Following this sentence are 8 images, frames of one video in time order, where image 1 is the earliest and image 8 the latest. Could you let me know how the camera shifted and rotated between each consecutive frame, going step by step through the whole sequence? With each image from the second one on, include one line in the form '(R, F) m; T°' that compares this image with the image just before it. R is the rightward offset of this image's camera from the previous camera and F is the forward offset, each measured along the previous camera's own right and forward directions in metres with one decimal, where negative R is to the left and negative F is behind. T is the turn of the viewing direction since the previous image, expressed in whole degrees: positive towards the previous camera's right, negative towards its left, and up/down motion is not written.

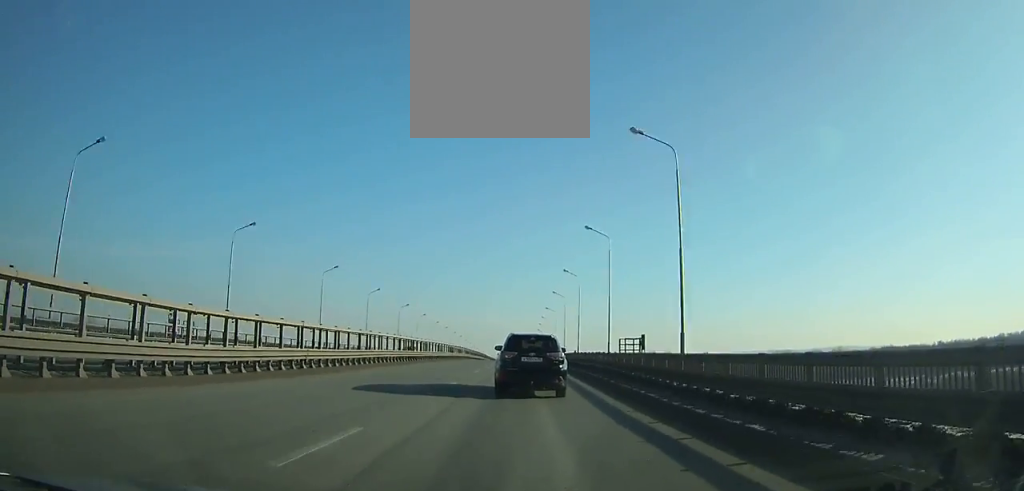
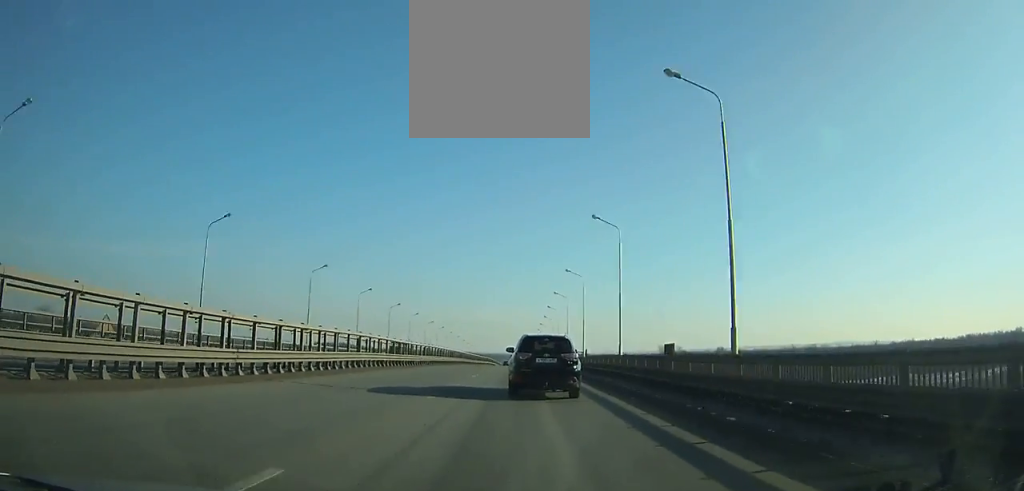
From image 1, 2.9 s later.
(0.0, +52.0) m; 0°
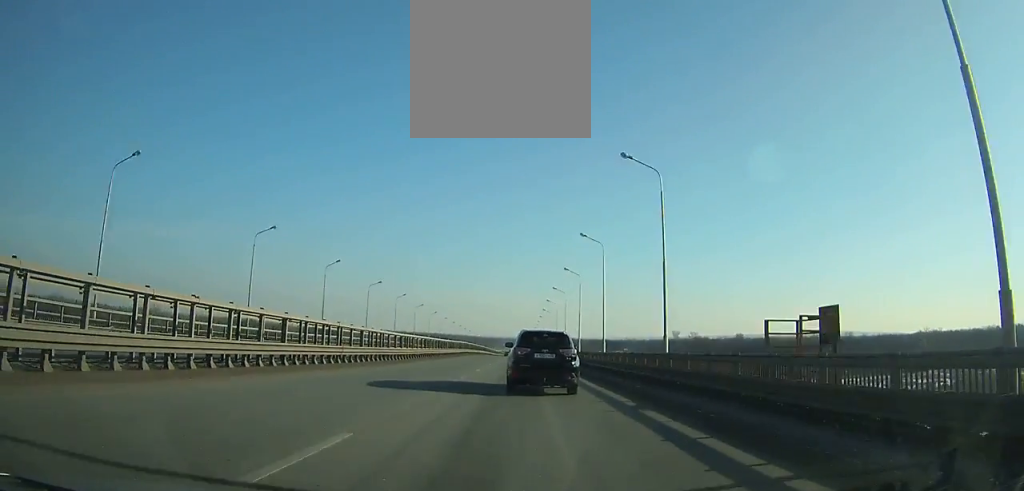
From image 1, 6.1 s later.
(0.0, +58.7) m; 0°
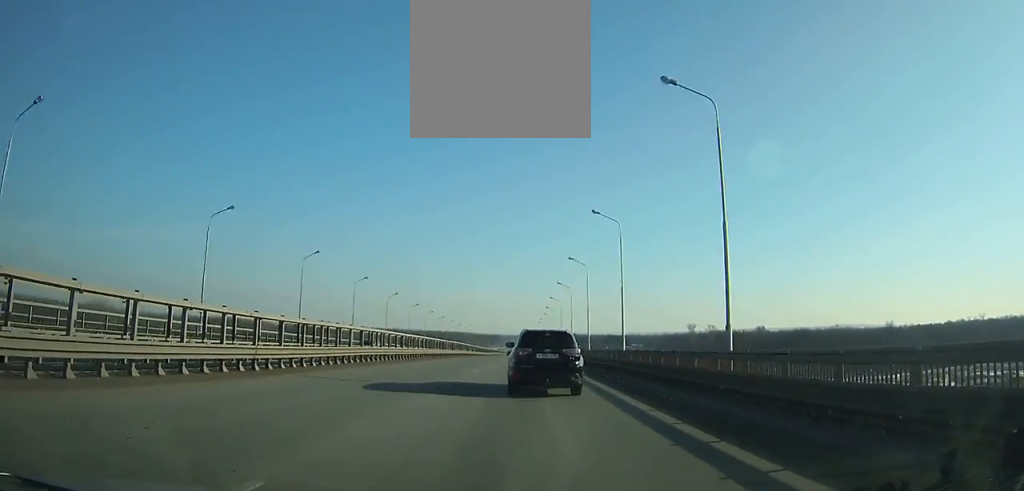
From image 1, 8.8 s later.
(-0.1, +50.6) m; 0°
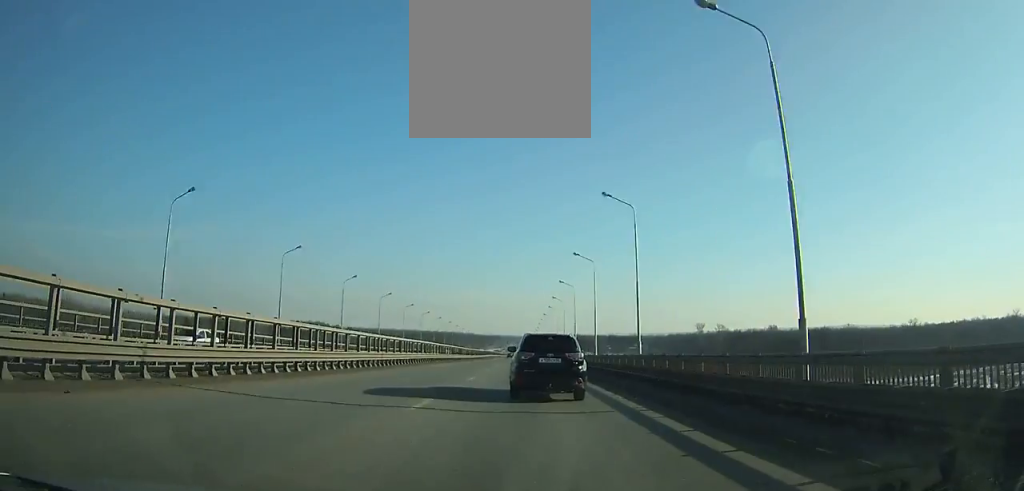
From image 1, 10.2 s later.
(0.0, +26.5) m; 0°
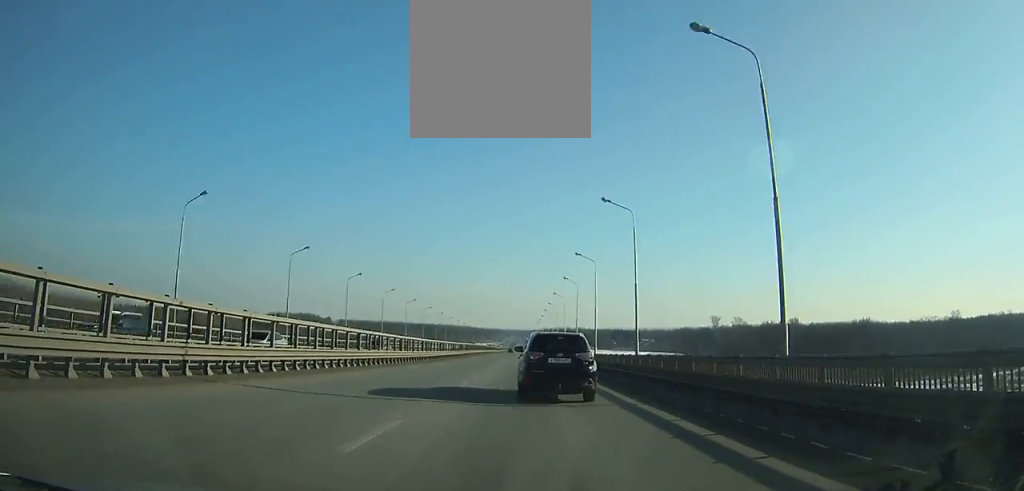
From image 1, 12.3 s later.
(+0.1, +40.3) m; 0°
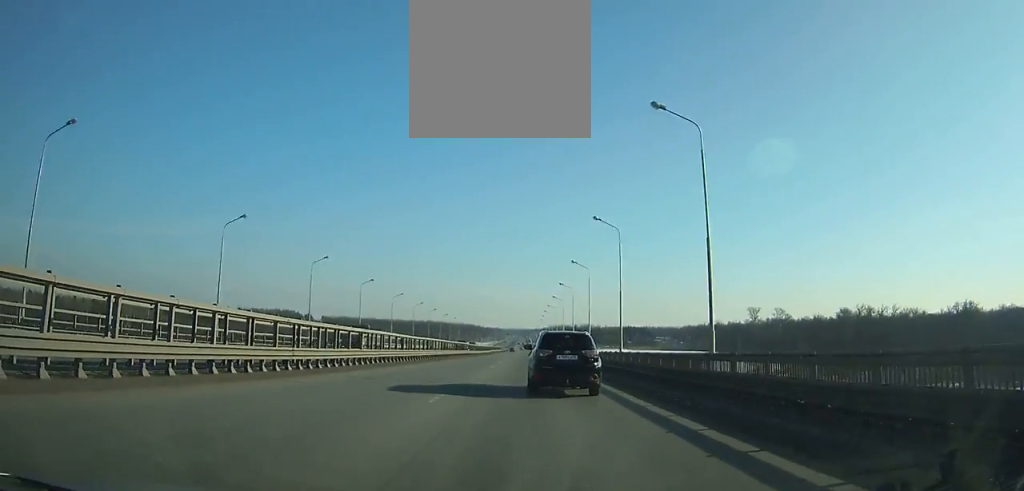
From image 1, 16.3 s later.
(0.0, +77.6) m; 0°
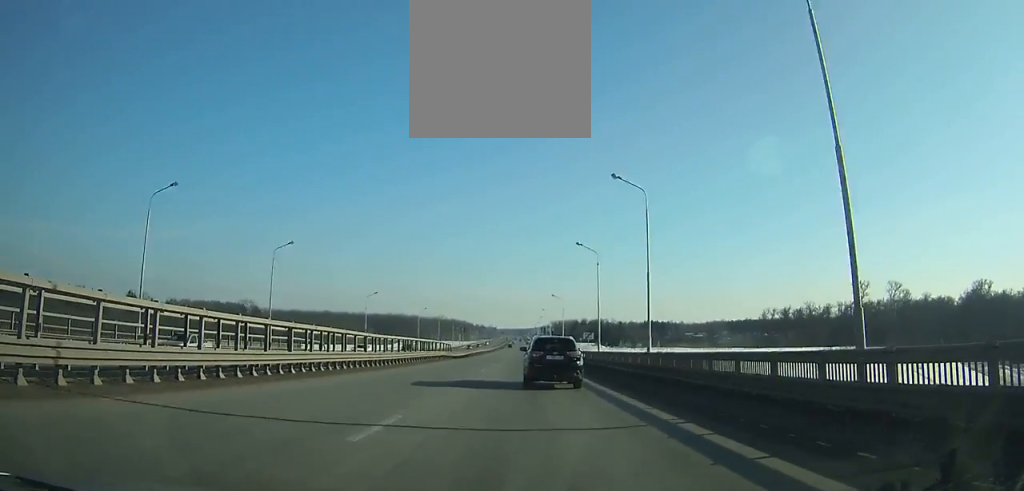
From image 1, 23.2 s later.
(-0.3, +137.1) m; 0°
